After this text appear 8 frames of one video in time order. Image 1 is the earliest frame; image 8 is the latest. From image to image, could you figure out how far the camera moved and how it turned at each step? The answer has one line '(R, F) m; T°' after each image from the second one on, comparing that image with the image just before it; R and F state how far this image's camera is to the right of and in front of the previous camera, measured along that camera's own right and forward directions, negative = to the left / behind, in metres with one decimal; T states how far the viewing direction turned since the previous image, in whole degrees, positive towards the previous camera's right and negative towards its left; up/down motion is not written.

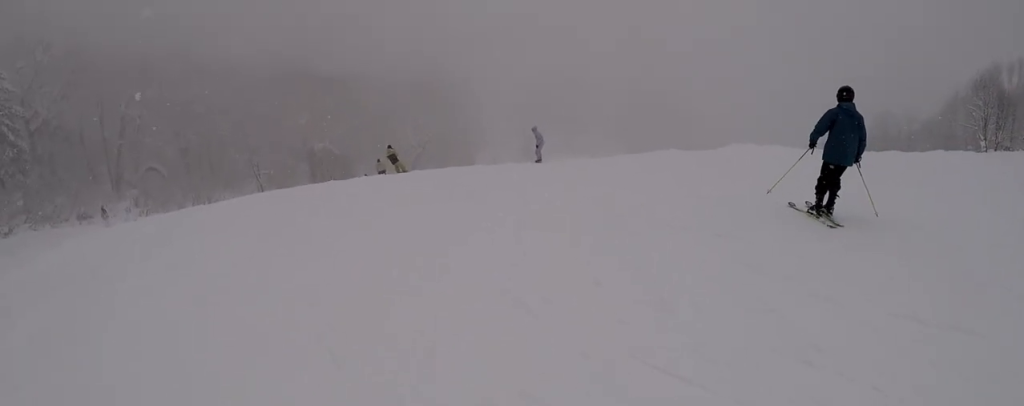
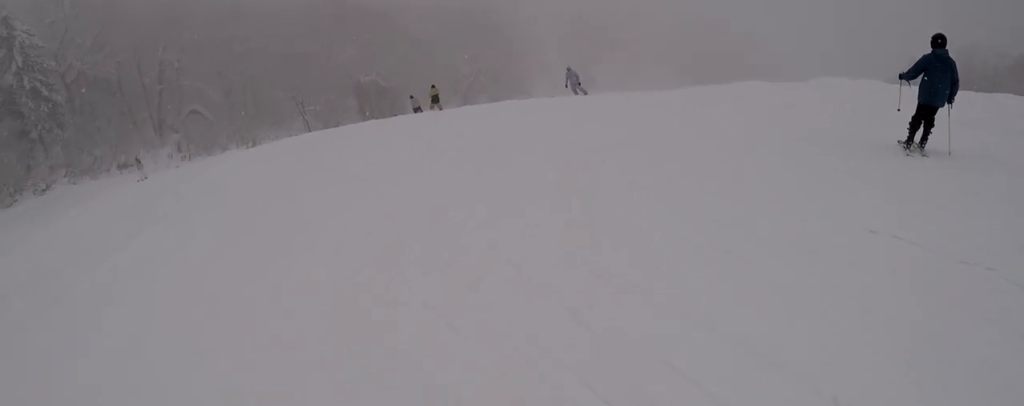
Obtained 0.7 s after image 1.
(-0.2, +2.8) m; -12°
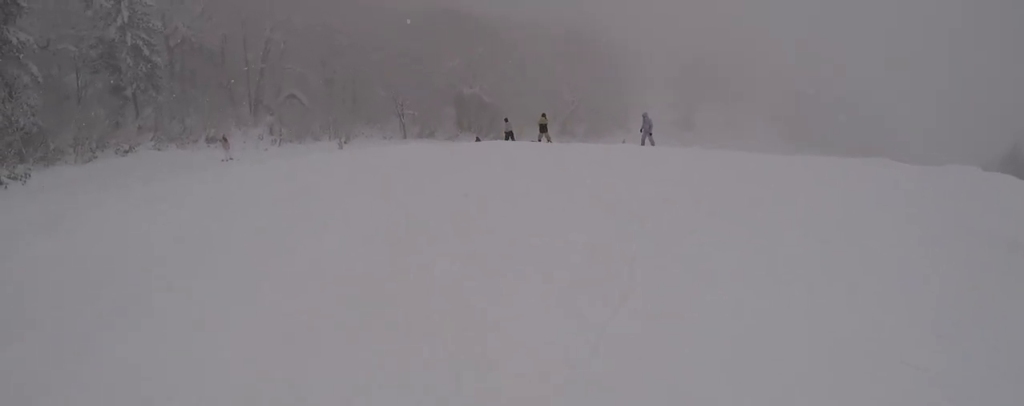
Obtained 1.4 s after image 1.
(-0.2, +2.6) m; -12°
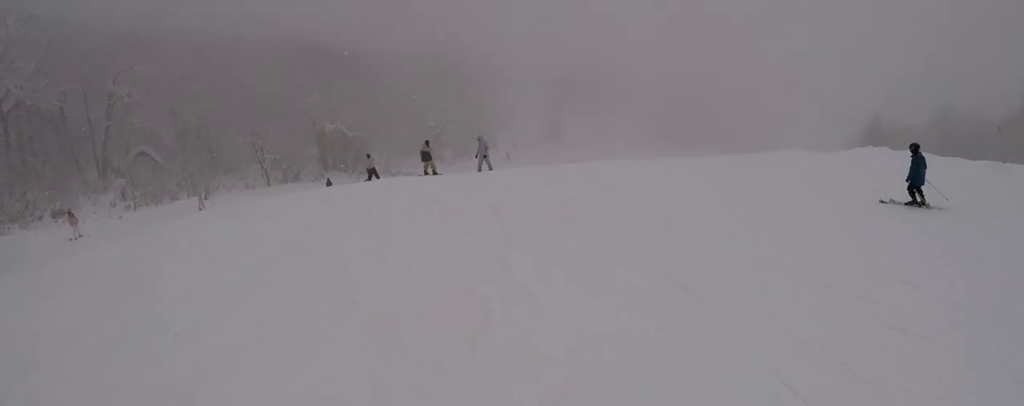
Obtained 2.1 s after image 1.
(-0.8, +2.9) m; +2°
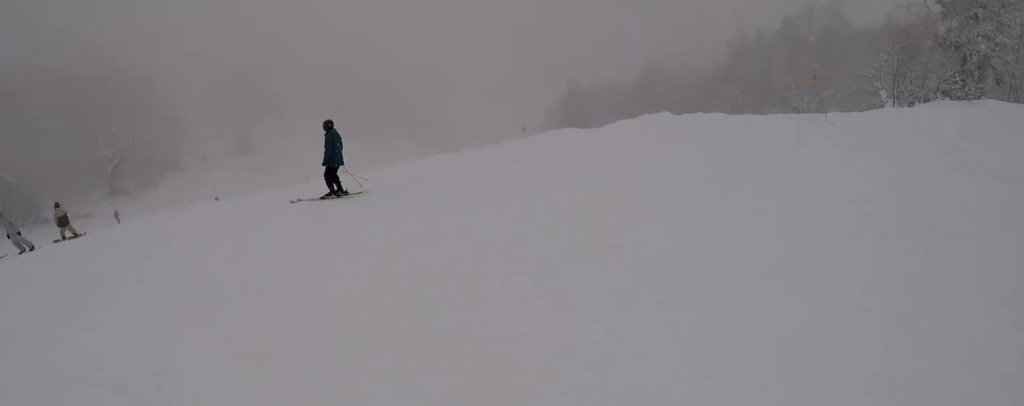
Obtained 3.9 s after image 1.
(+2.6, +6.8) m; +40°
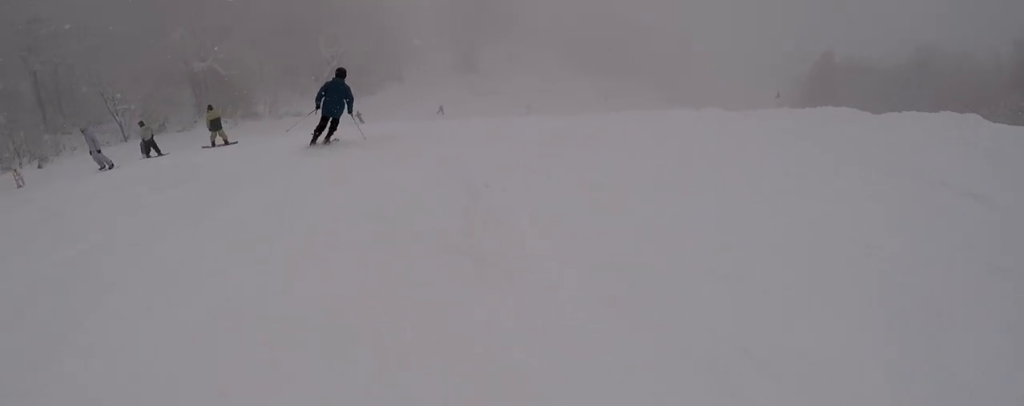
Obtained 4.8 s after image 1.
(+0.8, +3.6) m; +5°
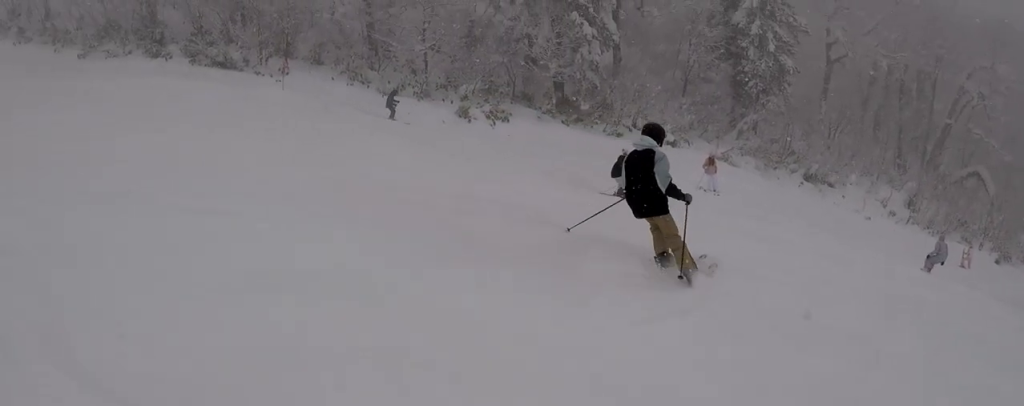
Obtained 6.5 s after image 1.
(-1.9, +4.9) m; -59°
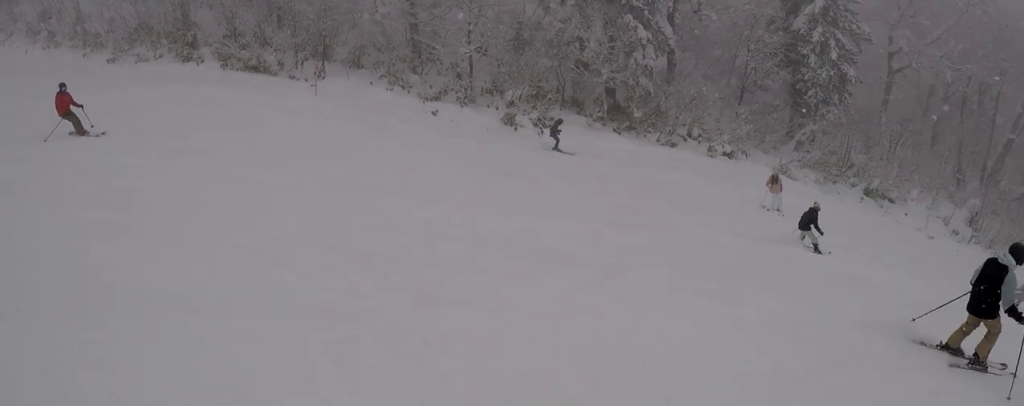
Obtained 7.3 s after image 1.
(-0.2, +2.0) m; -32°
